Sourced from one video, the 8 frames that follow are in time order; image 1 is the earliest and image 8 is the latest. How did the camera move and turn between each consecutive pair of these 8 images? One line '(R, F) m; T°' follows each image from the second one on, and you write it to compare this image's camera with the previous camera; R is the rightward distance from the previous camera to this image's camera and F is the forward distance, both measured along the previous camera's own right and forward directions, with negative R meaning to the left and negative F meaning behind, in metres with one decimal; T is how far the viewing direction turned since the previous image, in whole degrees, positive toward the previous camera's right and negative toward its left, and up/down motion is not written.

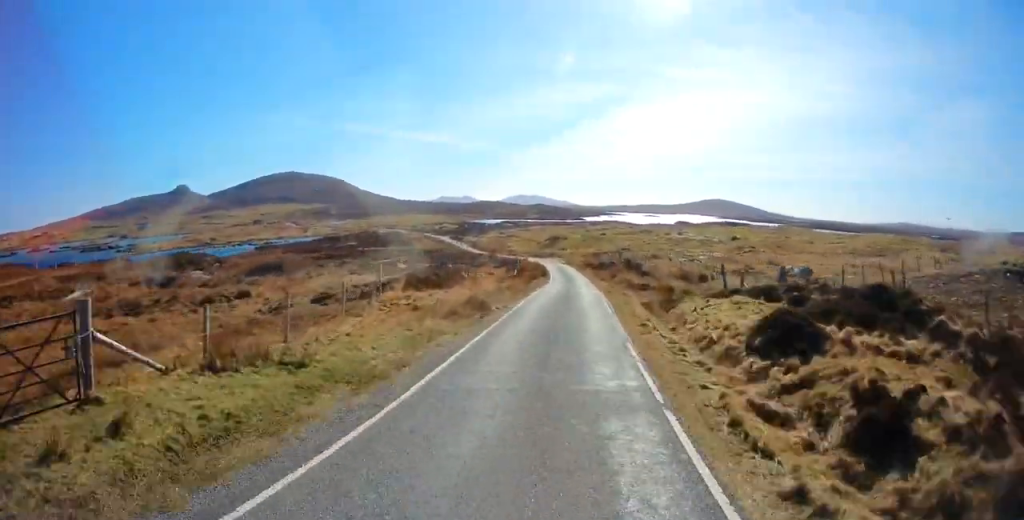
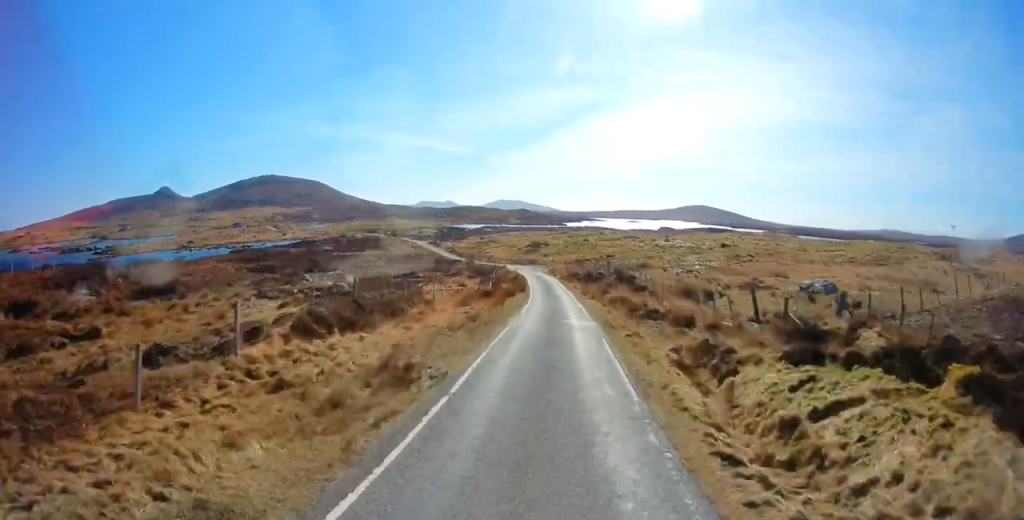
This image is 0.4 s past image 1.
(+0.7, +7.2) m; -2°
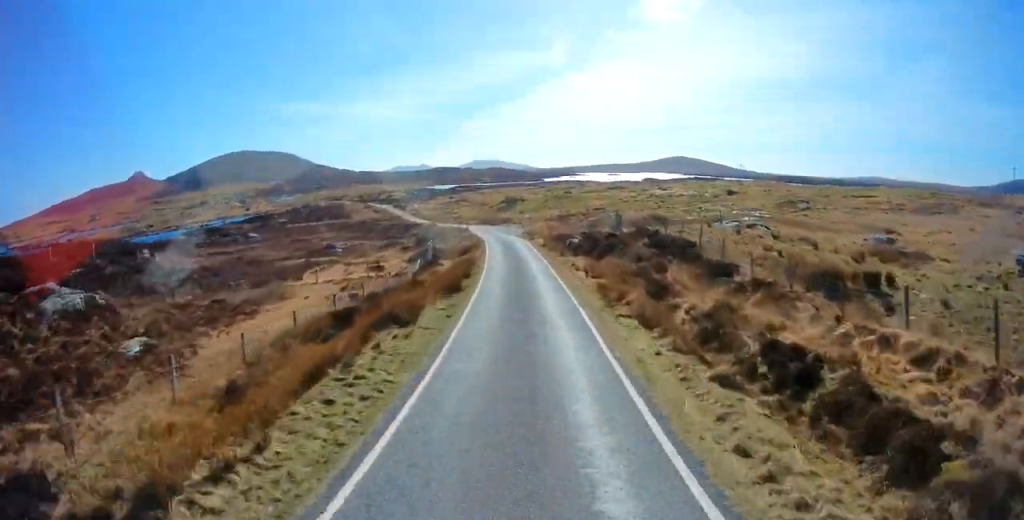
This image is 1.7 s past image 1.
(-2.5, +21.3) m; +9°
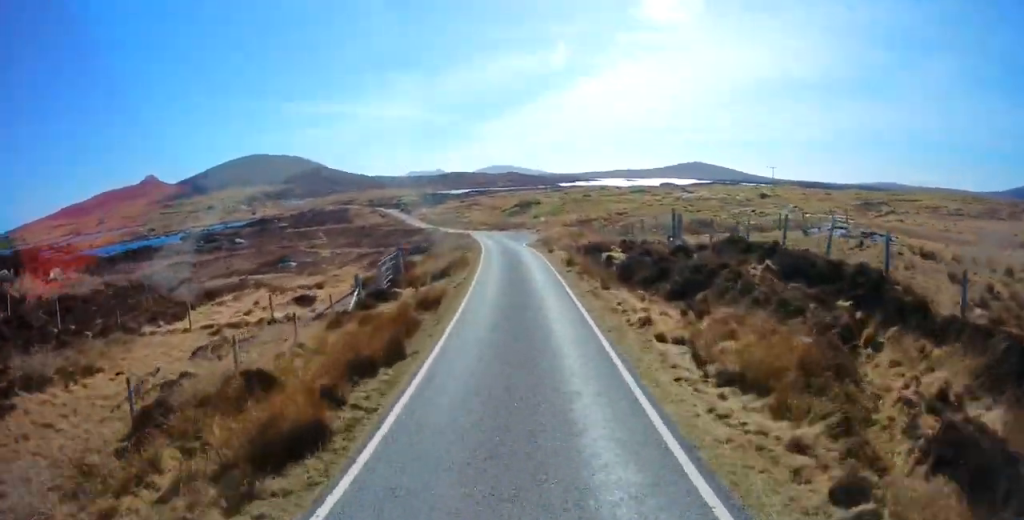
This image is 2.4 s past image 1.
(+3.8, +13.2) m; +5°
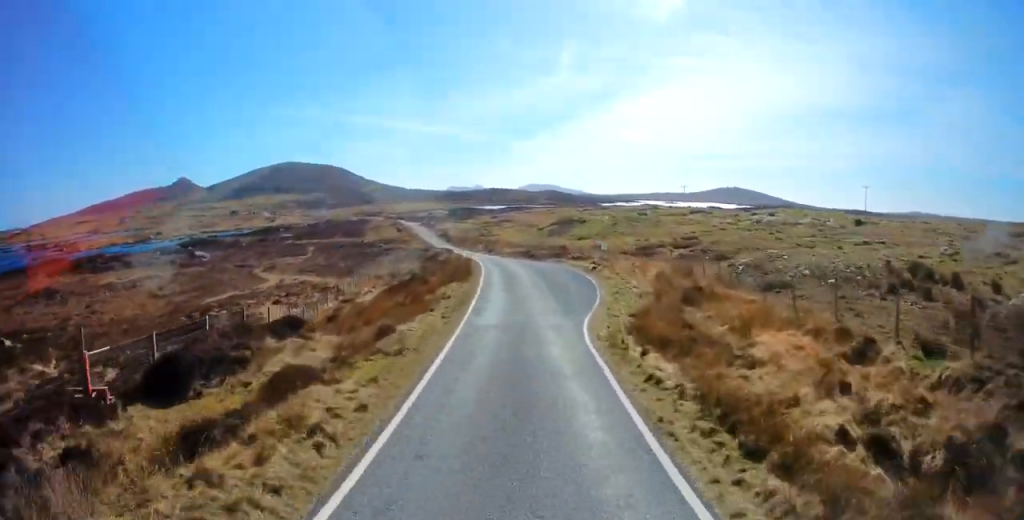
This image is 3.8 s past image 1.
(-1.5, +28.6) m; -8°
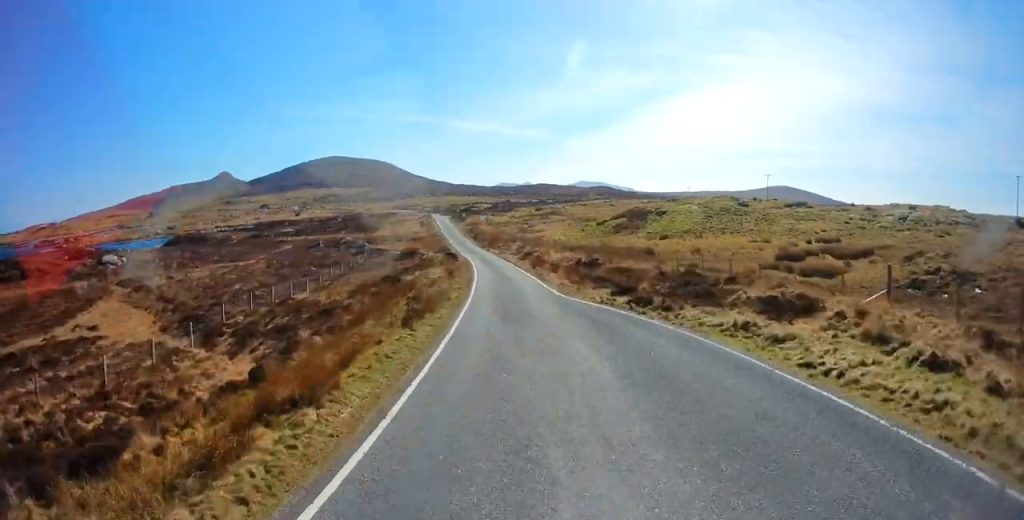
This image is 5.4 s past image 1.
(-1.1, +33.0) m; -6°
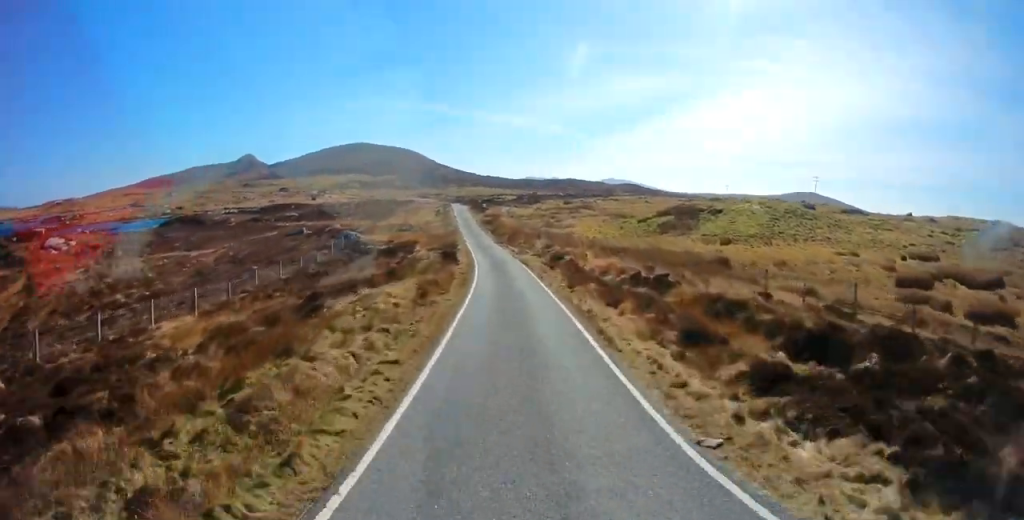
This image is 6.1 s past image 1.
(-0.6, +13.8) m; -3°
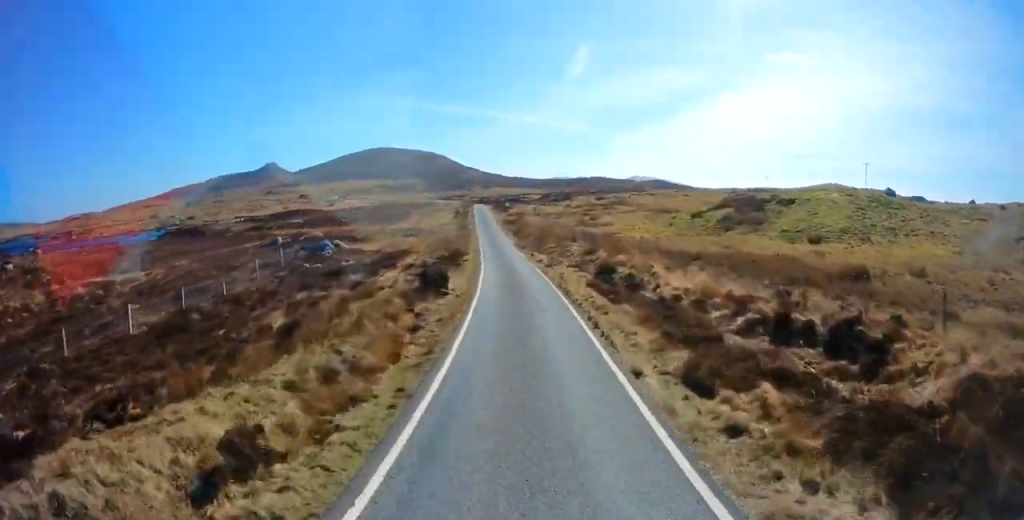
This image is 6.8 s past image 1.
(-0.5, +13.0) m; -3°
